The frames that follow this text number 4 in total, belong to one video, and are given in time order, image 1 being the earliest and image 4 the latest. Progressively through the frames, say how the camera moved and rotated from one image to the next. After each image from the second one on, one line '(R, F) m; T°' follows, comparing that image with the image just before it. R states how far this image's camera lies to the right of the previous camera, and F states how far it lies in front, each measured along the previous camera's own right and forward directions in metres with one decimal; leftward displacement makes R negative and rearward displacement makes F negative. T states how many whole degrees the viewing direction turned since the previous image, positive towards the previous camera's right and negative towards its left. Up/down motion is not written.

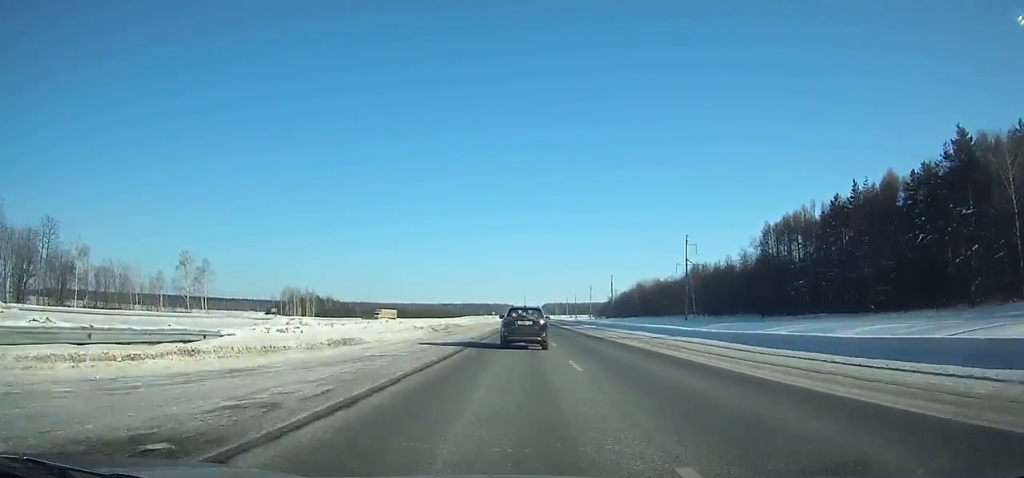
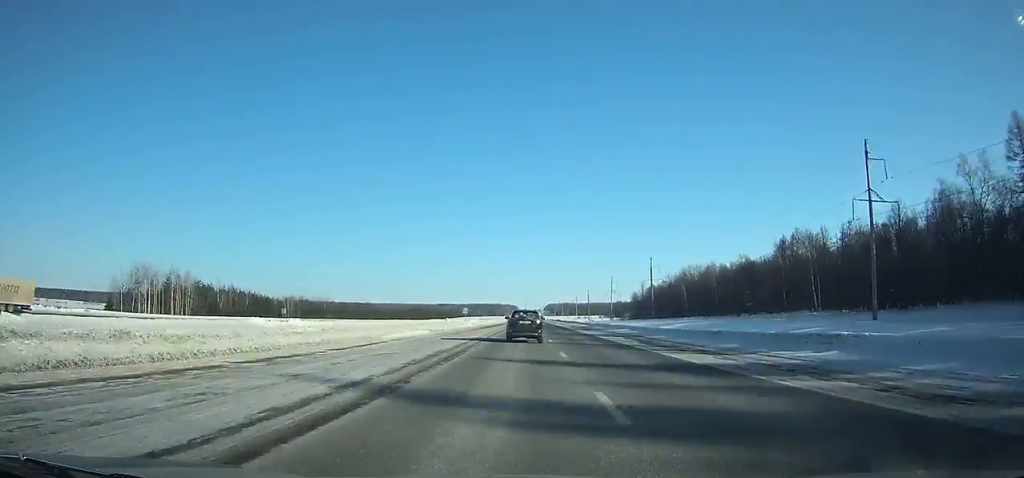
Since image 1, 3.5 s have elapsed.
(0.0, +93.1) m; 0°
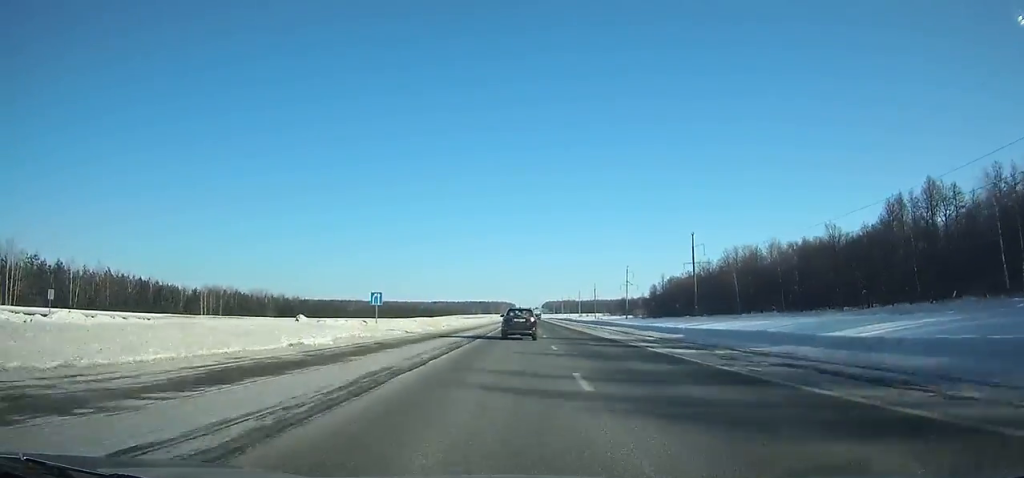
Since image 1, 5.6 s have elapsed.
(+0.2, +58.6) m; 0°
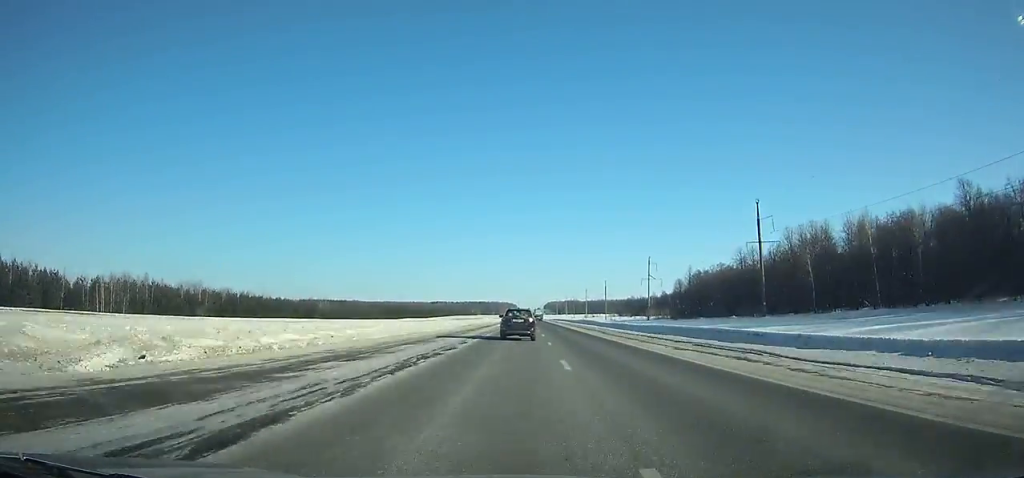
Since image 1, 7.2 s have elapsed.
(0.0, +45.0) m; 0°
